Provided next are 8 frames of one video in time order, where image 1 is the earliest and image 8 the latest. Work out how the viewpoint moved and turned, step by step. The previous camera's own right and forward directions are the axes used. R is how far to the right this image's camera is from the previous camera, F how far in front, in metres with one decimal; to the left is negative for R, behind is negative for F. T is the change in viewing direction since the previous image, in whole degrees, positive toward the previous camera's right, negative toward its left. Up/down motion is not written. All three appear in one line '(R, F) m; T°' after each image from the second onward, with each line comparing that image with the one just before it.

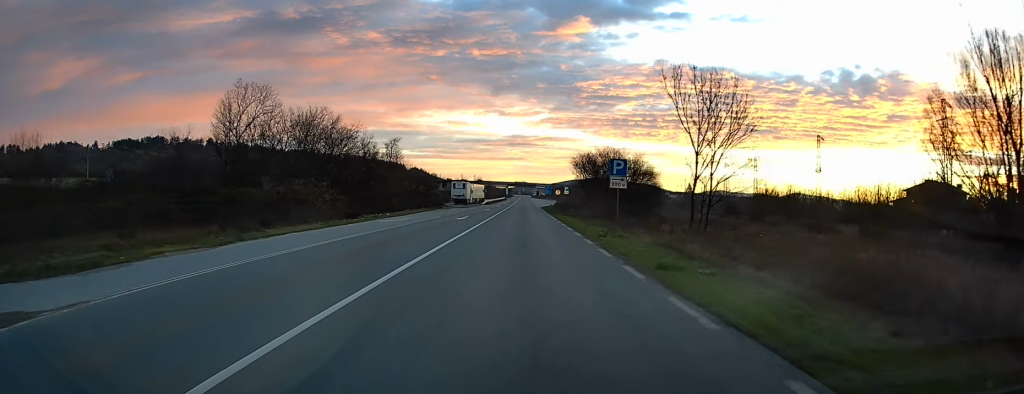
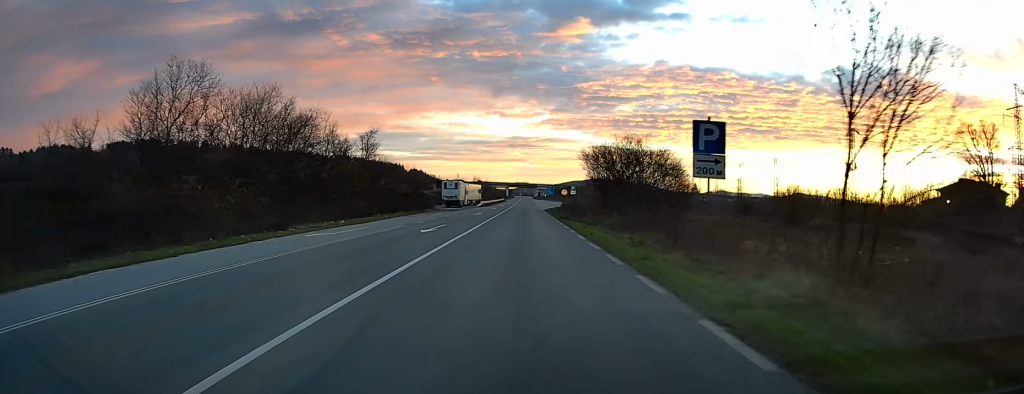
(+0.1, +13.7) m; 0°
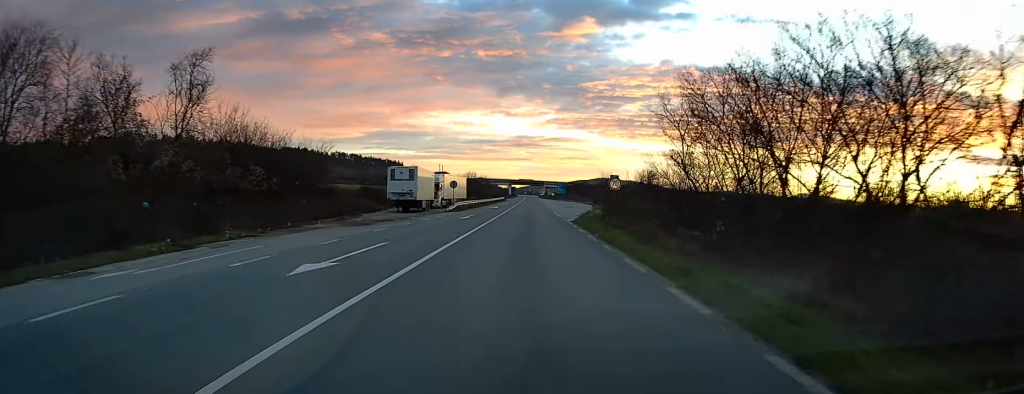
(-0.8, +42.3) m; -1°
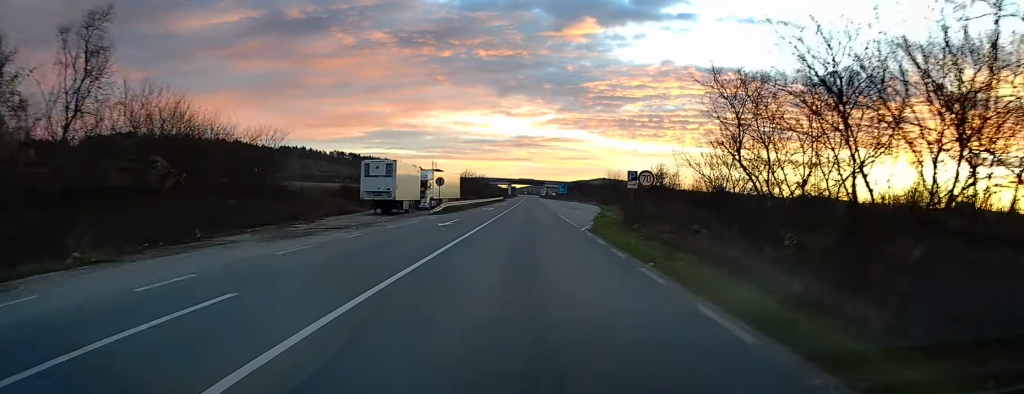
(+0.2, +9.6) m; +1°
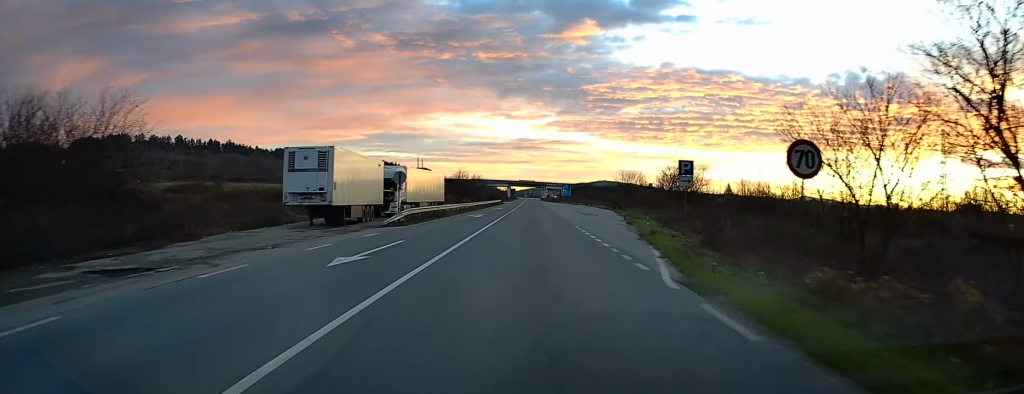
(+0.1, +16.1) m; 0°
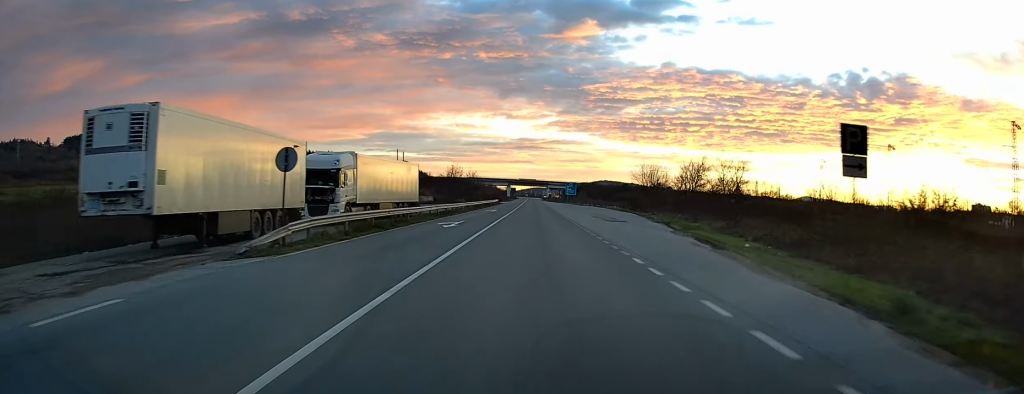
(-0.1, +16.7) m; -1°
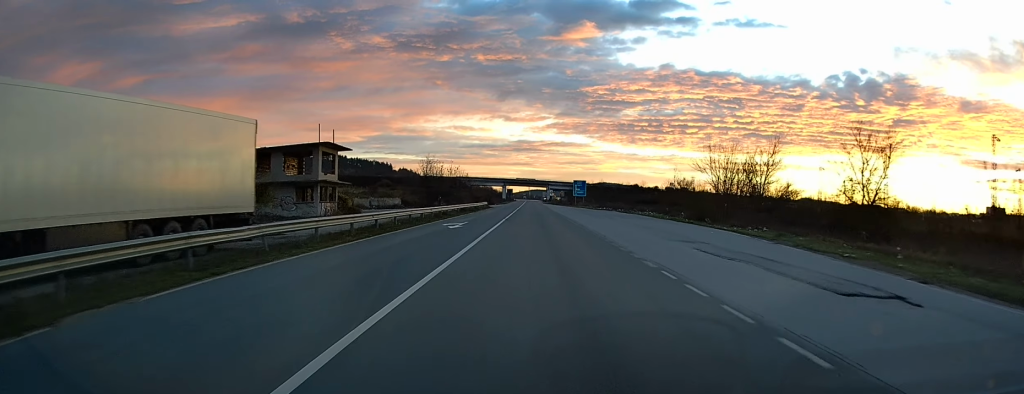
(0.0, +31.6) m; +1°
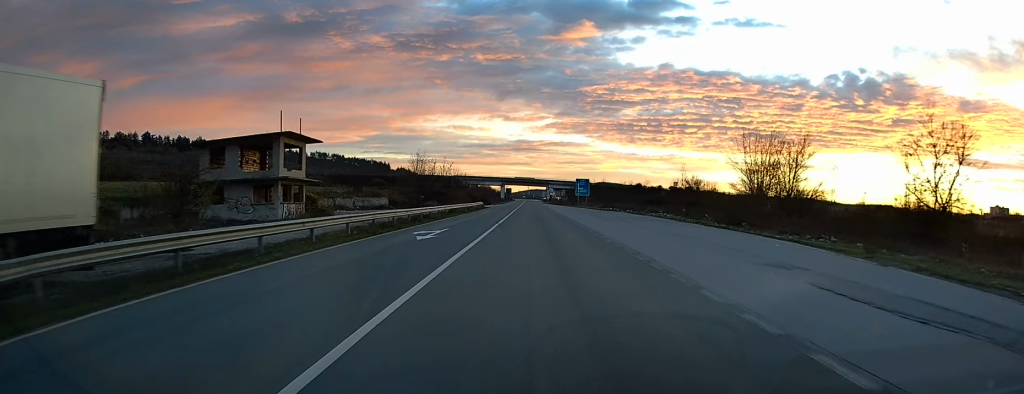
(0.0, +8.4) m; 0°
